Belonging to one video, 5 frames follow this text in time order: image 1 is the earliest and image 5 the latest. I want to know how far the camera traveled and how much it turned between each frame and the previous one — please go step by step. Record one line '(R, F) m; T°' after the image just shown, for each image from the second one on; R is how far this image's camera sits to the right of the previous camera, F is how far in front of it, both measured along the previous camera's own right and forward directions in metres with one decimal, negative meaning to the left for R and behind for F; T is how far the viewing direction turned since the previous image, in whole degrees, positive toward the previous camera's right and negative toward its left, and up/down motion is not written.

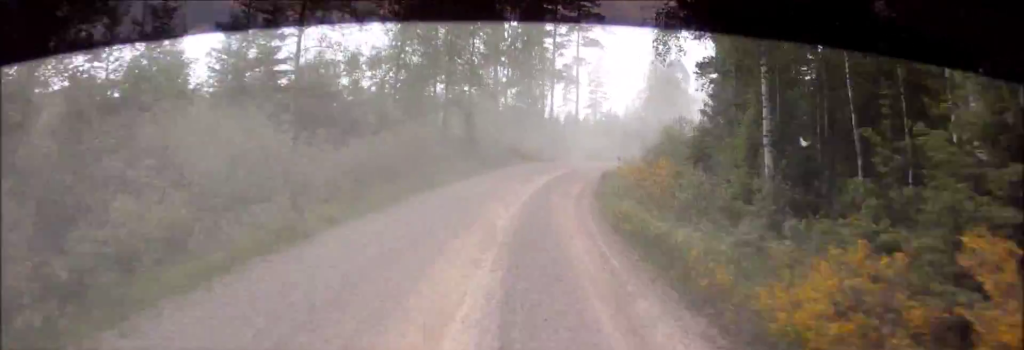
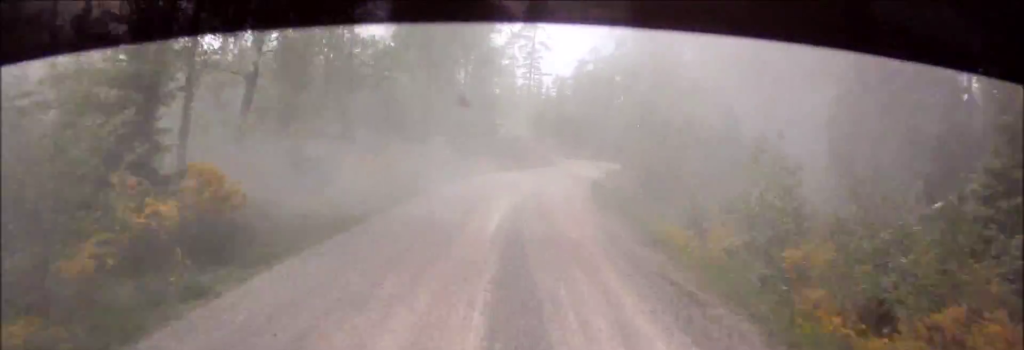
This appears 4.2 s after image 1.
(+27.5, +102.7) m; +25°
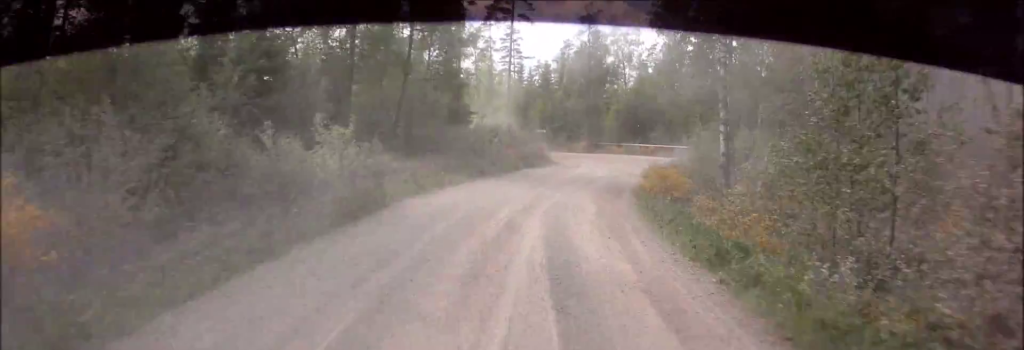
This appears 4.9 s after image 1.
(+0.1, +14.9) m; +4°
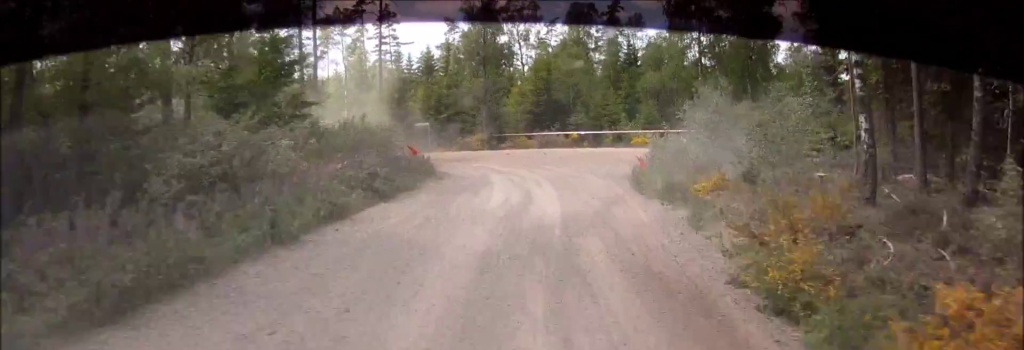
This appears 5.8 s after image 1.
(+1.6, +15.9) m; +2°
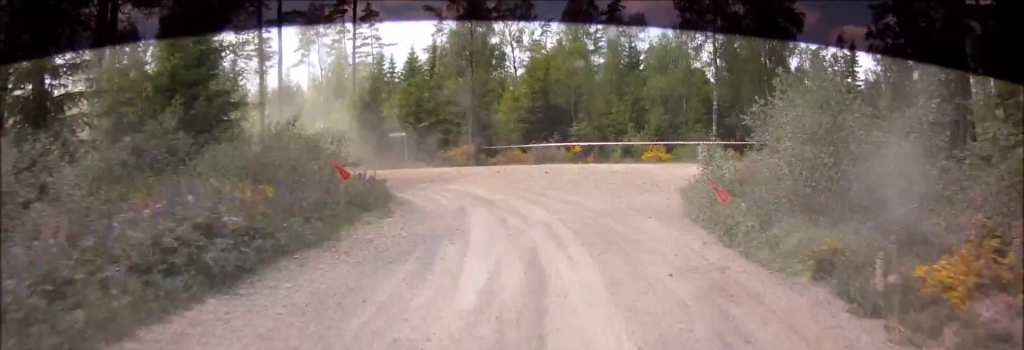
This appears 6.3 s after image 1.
(-0.4, +7.7) m; -3°
